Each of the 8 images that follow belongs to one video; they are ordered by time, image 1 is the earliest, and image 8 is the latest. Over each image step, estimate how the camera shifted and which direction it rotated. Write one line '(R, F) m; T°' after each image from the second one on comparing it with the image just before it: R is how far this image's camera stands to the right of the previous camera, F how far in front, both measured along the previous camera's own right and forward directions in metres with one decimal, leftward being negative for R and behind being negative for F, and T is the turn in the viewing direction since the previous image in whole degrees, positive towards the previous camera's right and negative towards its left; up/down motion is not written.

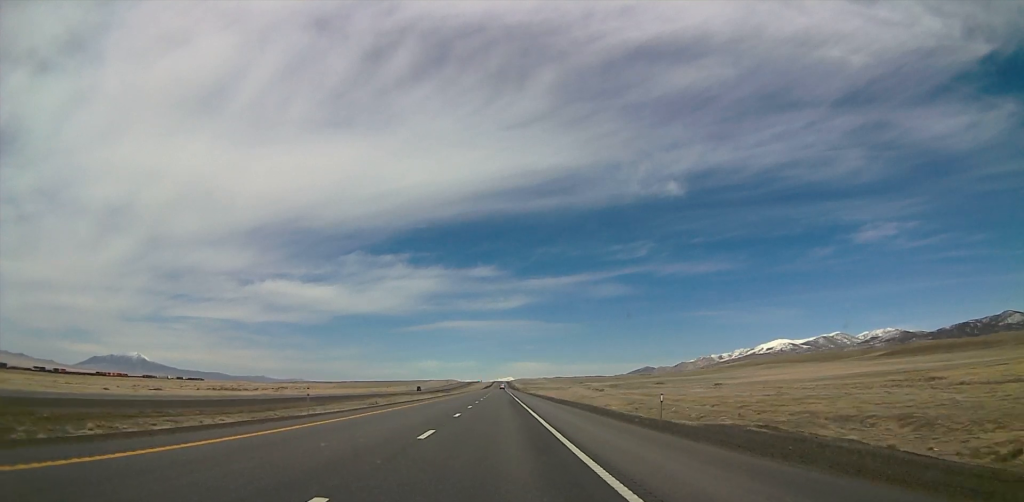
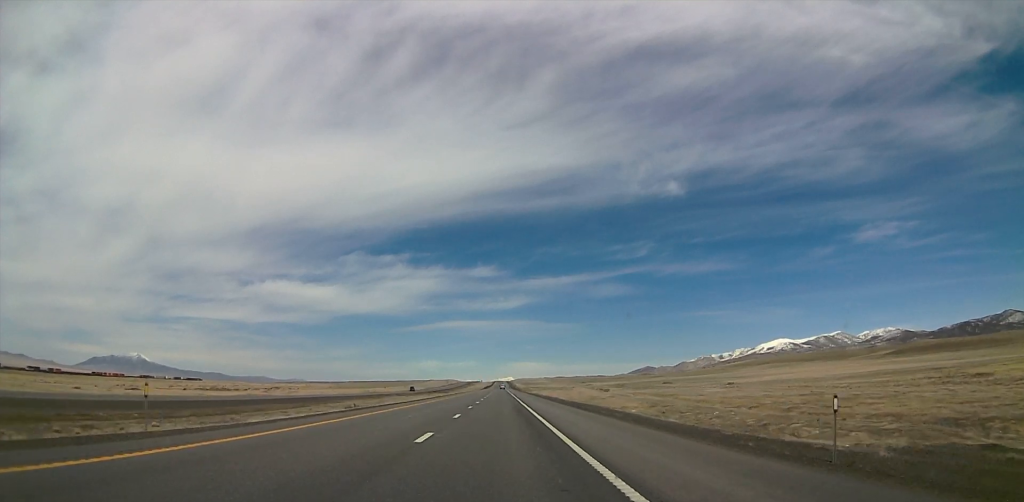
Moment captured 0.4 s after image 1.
(0.0, +13.3) m; 0°
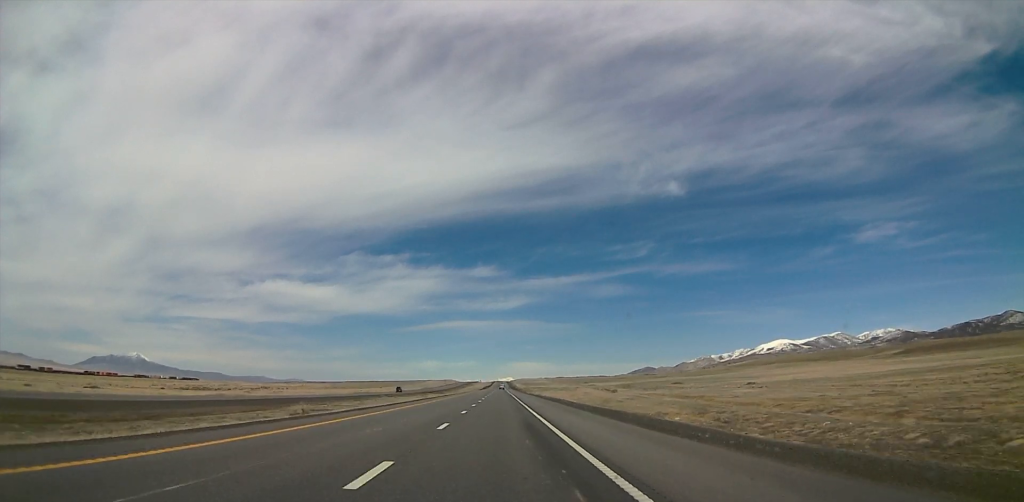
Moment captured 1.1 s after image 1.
(0.0, +19.4) m; 0°
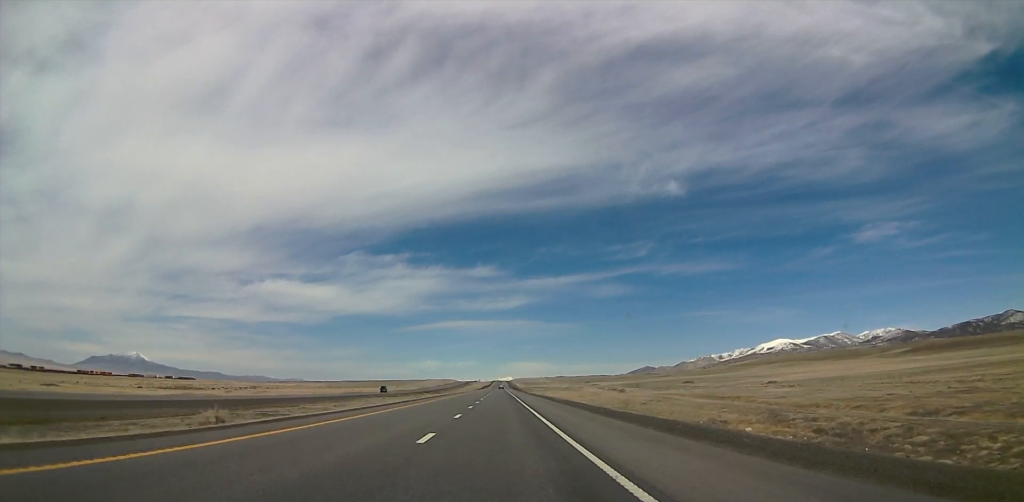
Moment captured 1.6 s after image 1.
(0.0, +17.3) m; 0°
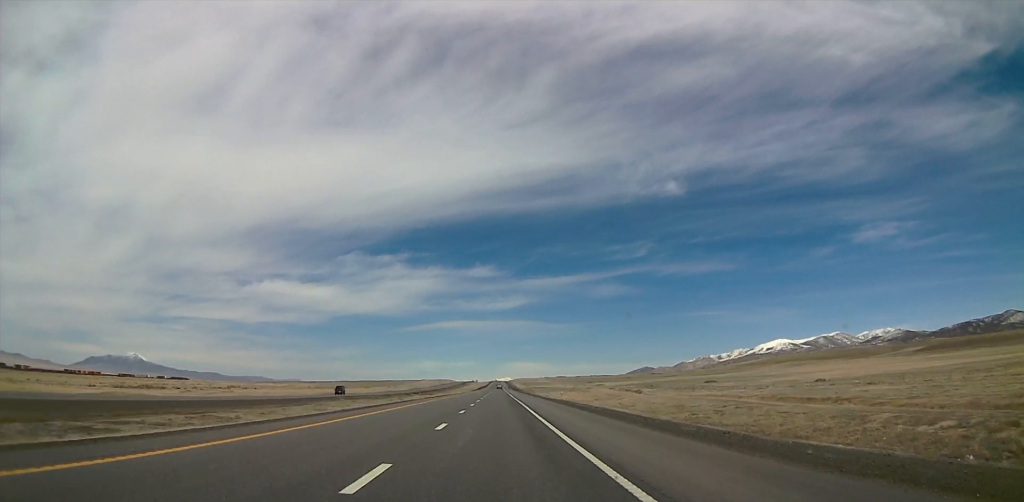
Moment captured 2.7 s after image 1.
(-0.2, +31.5) m; 0°
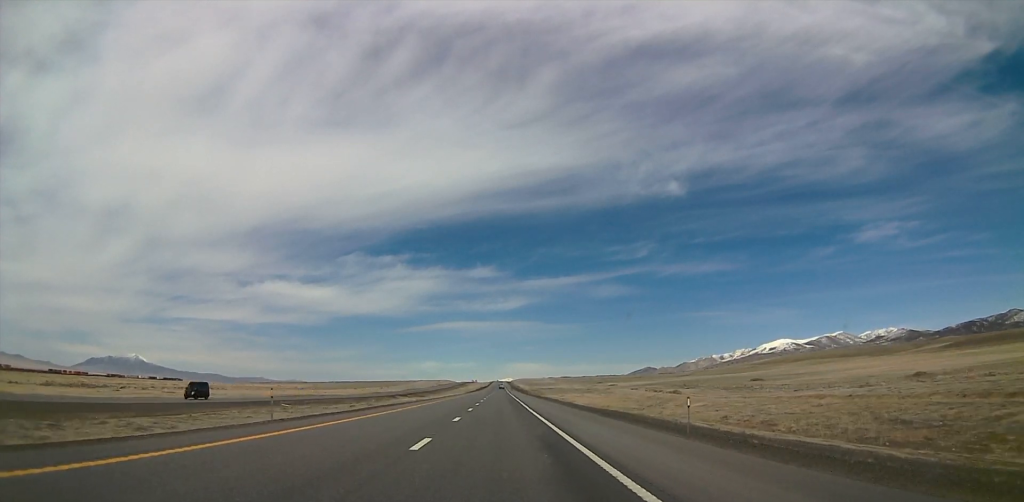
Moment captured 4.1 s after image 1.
(-0.1, +42.6) m; 0°
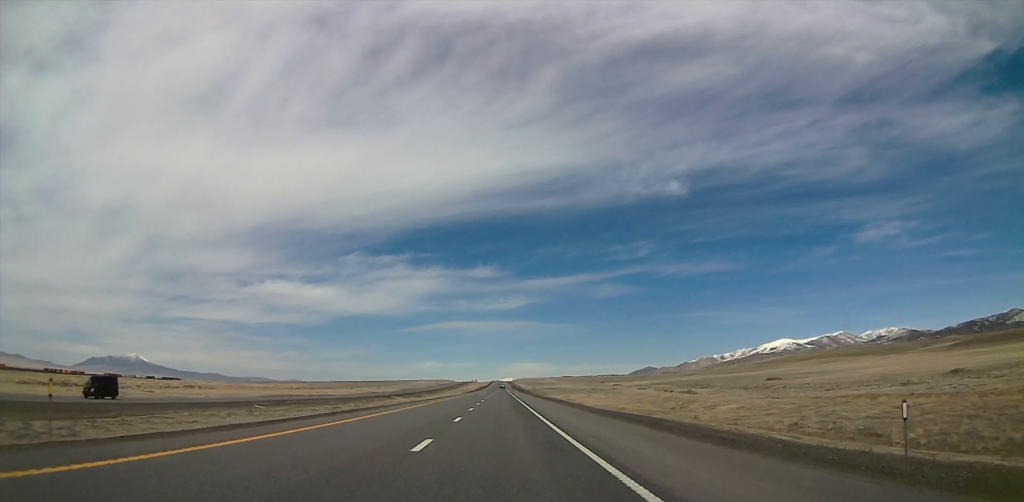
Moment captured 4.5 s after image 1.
(-0.1, +12.2) m; +1°
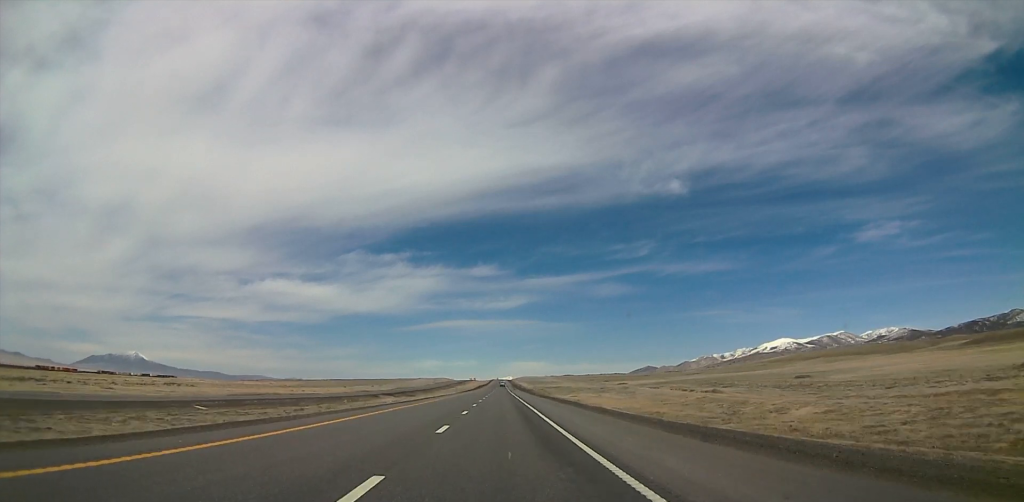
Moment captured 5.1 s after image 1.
(+0.1, +19.3) m; +1°
